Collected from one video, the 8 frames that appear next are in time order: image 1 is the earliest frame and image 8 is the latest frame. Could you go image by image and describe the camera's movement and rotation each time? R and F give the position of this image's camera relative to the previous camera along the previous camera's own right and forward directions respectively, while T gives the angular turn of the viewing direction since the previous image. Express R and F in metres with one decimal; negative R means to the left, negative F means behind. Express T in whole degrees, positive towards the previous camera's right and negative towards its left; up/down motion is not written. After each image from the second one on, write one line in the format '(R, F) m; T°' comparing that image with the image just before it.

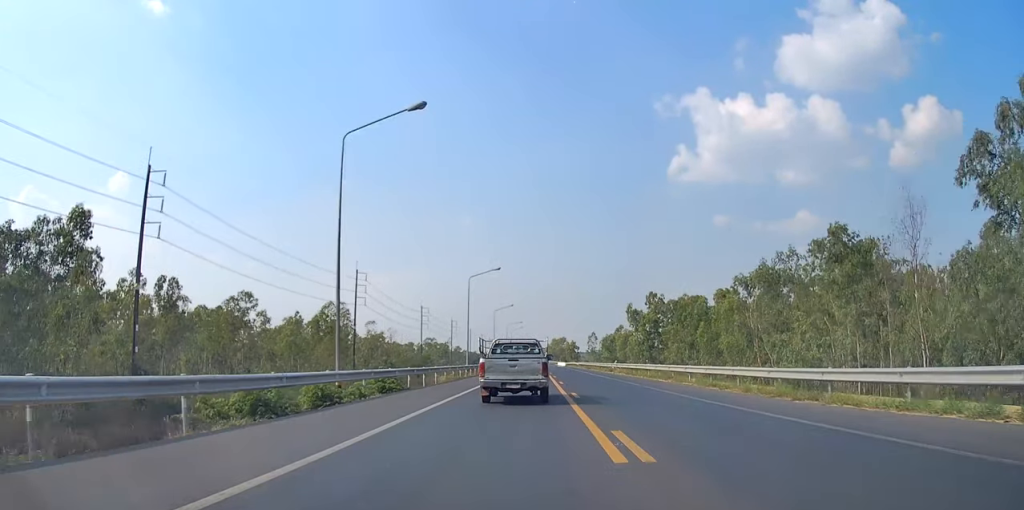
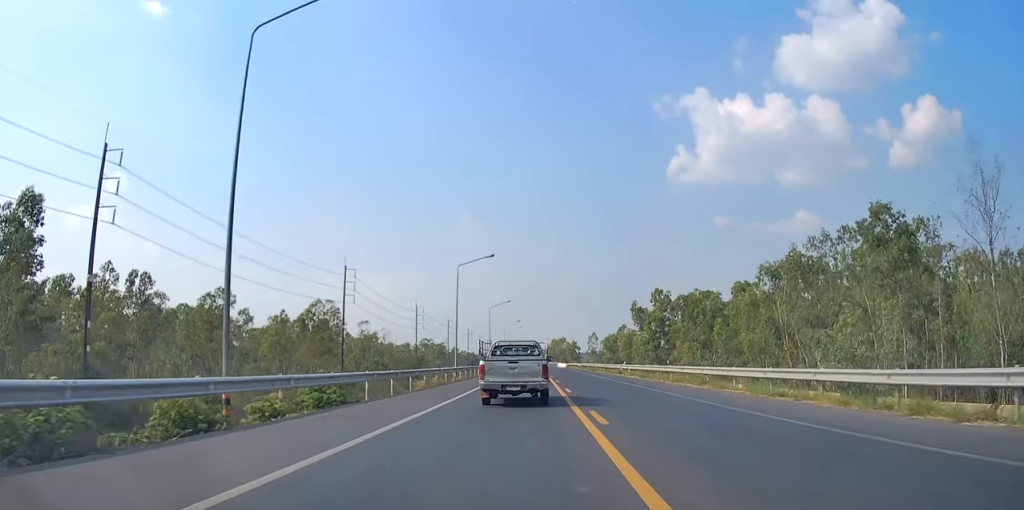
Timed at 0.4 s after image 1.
(0.0, +7.3) m; 0°
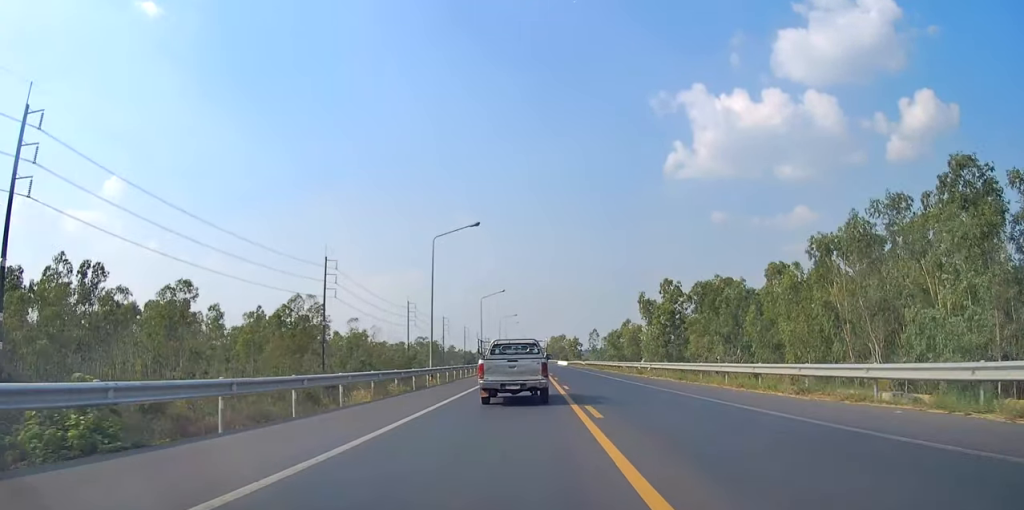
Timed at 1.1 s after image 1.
(0.0, +11.3) m; 0°
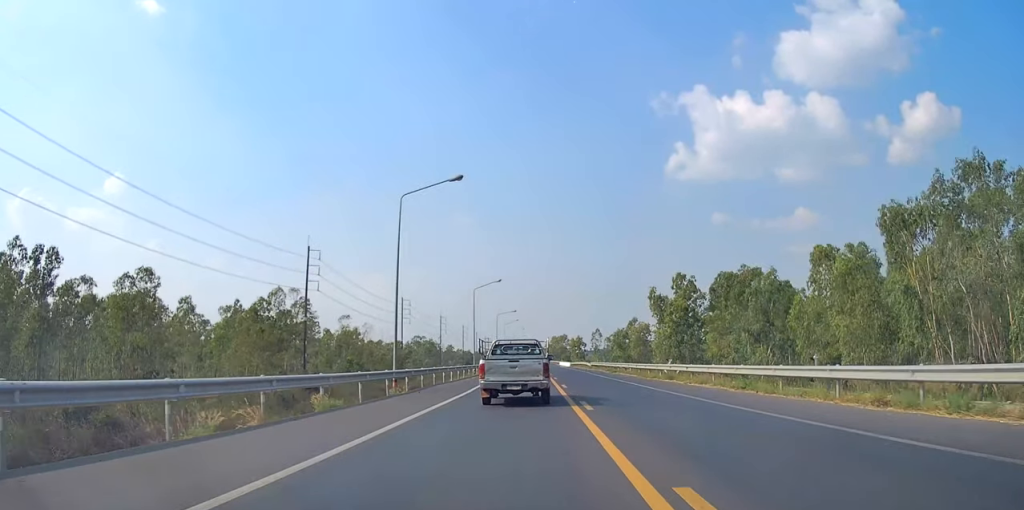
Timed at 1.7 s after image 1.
(0.0, +10.1) m; 0°
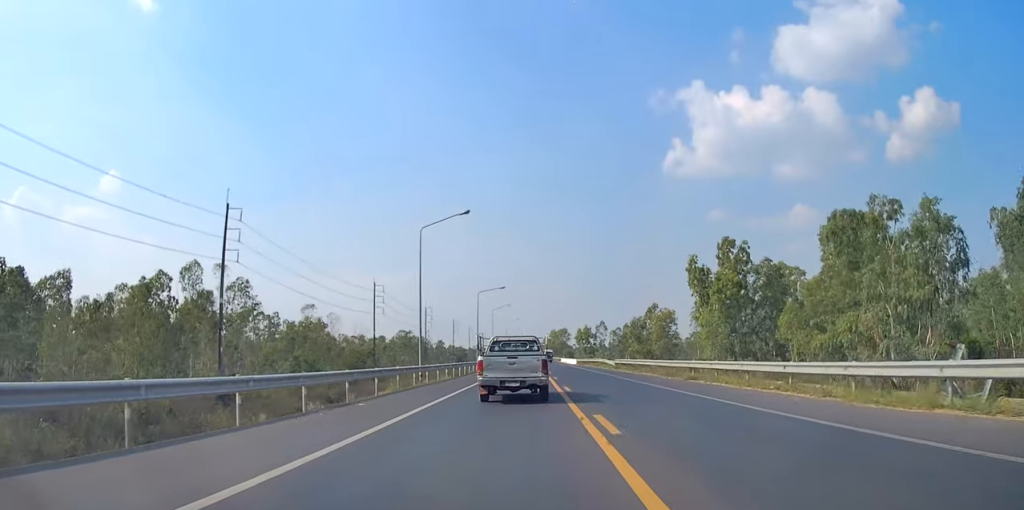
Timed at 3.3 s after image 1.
(0.0, +29.3) m; 0°
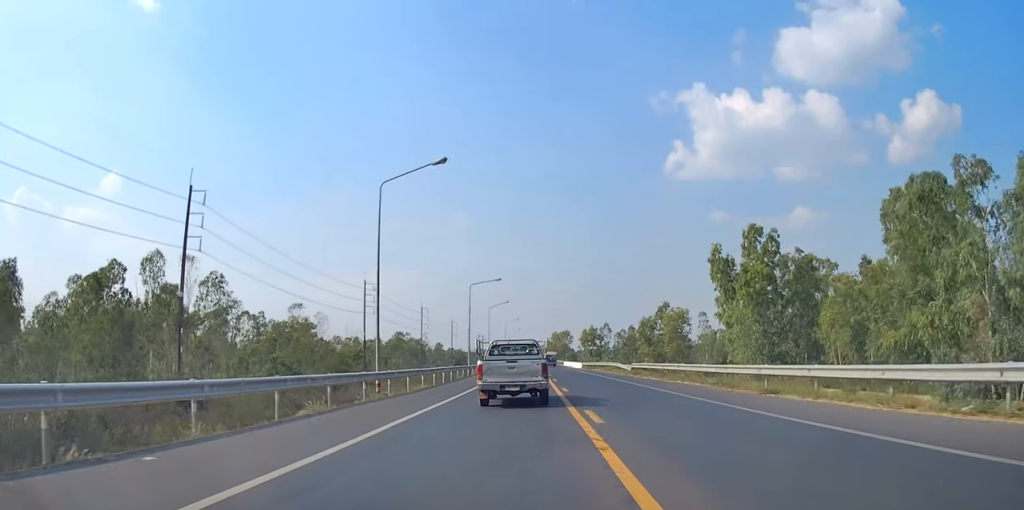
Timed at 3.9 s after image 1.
(0.0, +9.4) m; 0°
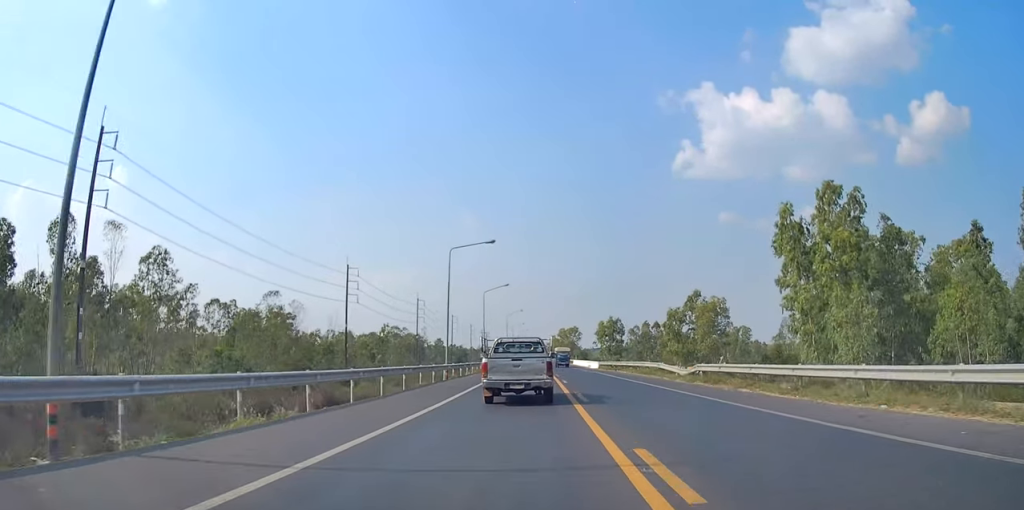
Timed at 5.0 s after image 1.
(+0.1, +19.0) m; 0°
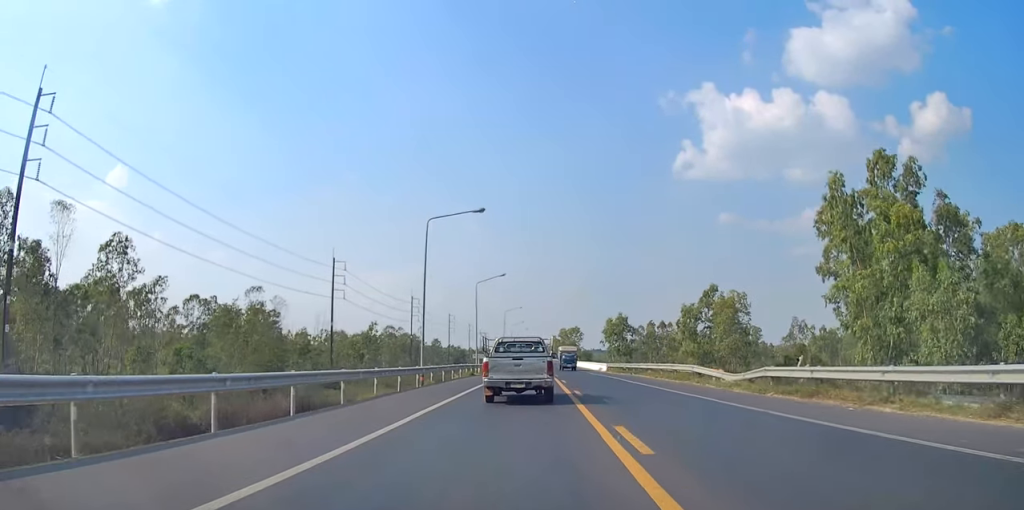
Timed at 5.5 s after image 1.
(0.0, +9.3) m; 0°
